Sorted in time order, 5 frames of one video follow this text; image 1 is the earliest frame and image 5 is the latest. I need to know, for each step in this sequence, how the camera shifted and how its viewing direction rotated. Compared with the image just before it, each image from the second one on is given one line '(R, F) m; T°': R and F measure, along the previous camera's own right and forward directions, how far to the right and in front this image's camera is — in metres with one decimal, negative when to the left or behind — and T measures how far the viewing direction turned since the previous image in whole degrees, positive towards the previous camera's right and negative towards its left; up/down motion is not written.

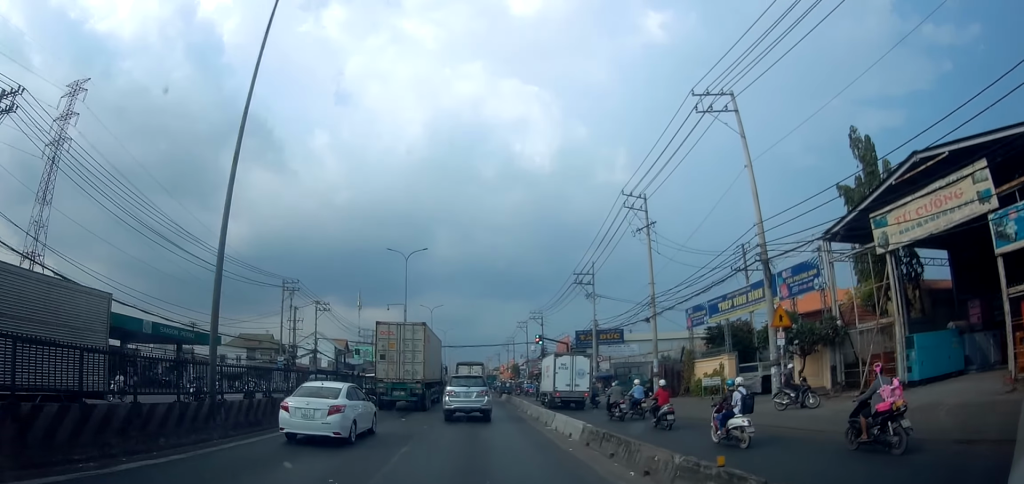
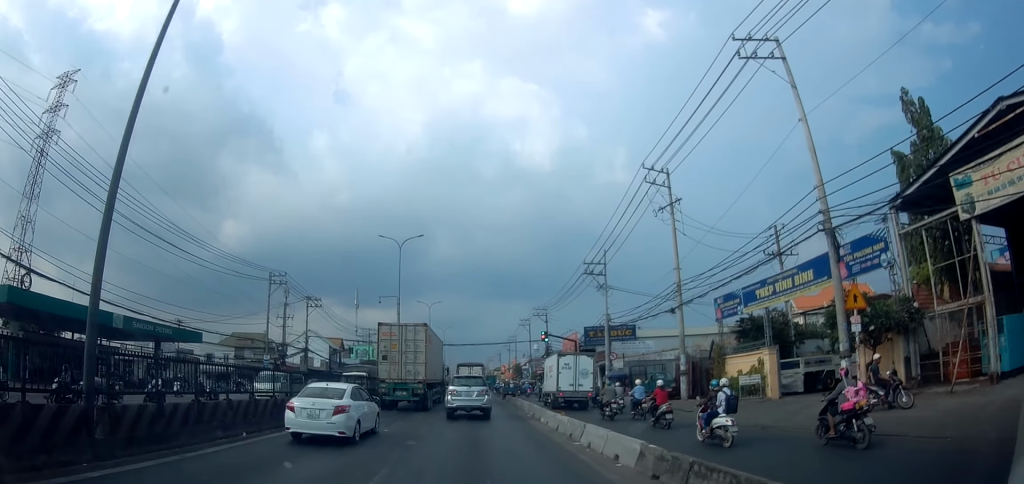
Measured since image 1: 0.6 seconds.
(+0.3, +4.4) m; +3°
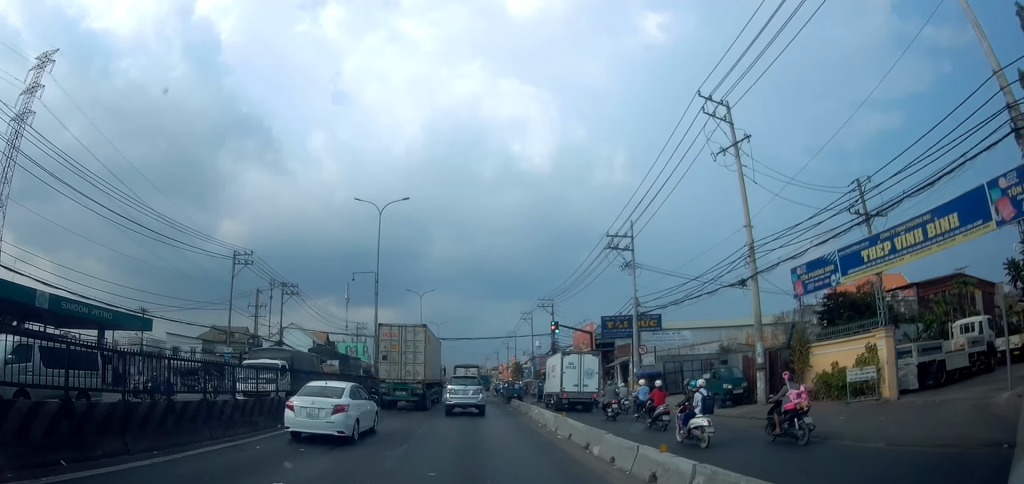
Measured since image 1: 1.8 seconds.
(0.0, +8.8) m; -1°
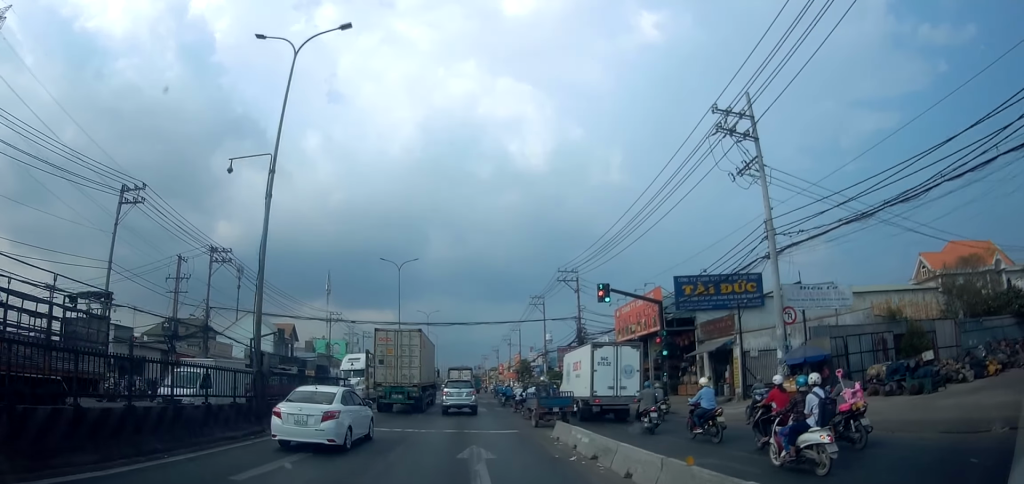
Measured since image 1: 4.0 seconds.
(-0.5, +18.4) m; -3°
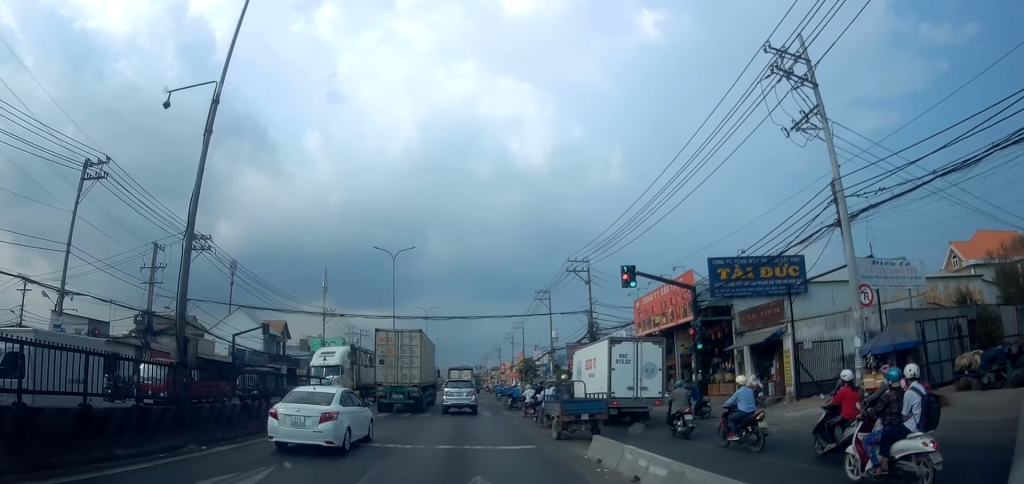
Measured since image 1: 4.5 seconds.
(0.0, +4.3) m; 0°
